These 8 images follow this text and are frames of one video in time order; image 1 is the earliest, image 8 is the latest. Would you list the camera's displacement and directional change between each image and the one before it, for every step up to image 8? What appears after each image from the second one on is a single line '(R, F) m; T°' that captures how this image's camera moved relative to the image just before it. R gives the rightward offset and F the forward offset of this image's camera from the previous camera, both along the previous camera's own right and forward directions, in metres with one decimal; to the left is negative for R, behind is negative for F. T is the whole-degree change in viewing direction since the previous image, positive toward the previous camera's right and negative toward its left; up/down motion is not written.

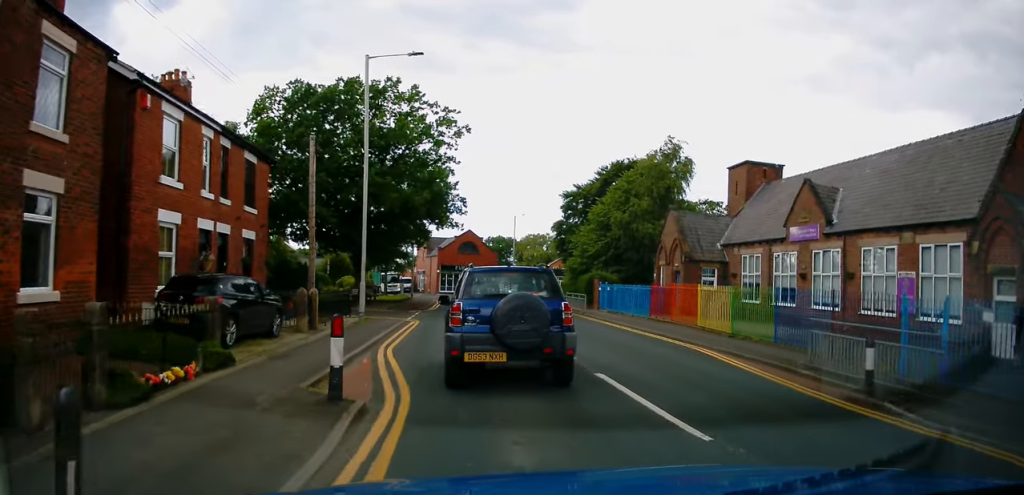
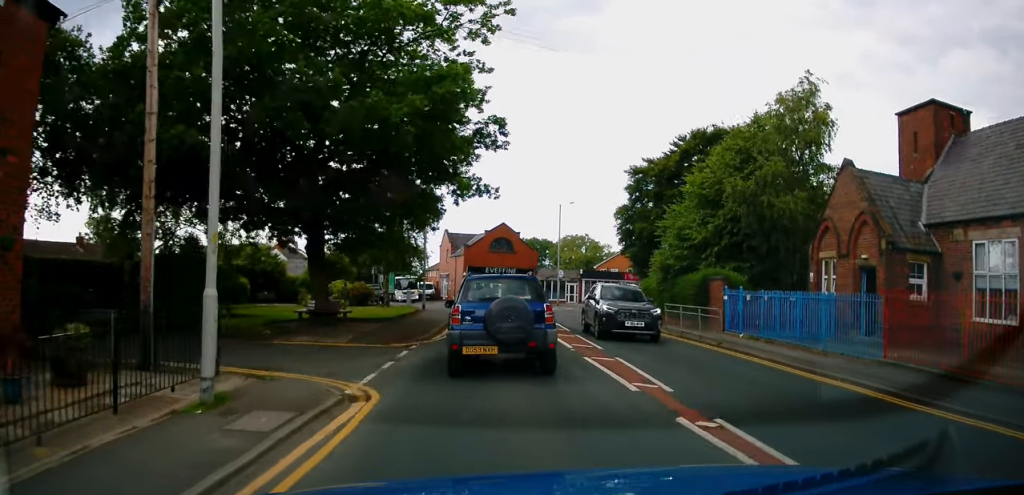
(-0.9, +14.3) m; -5°
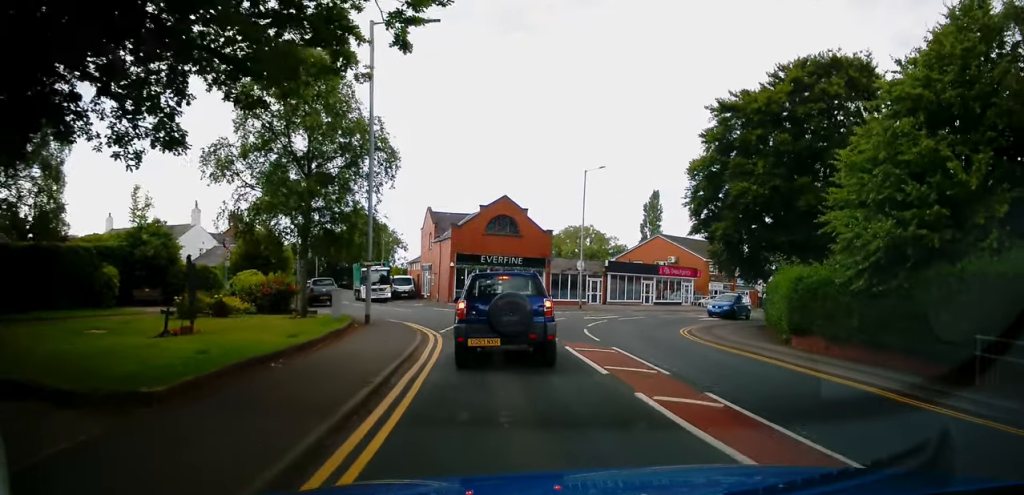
(+0.8, +16.5) m; +3°
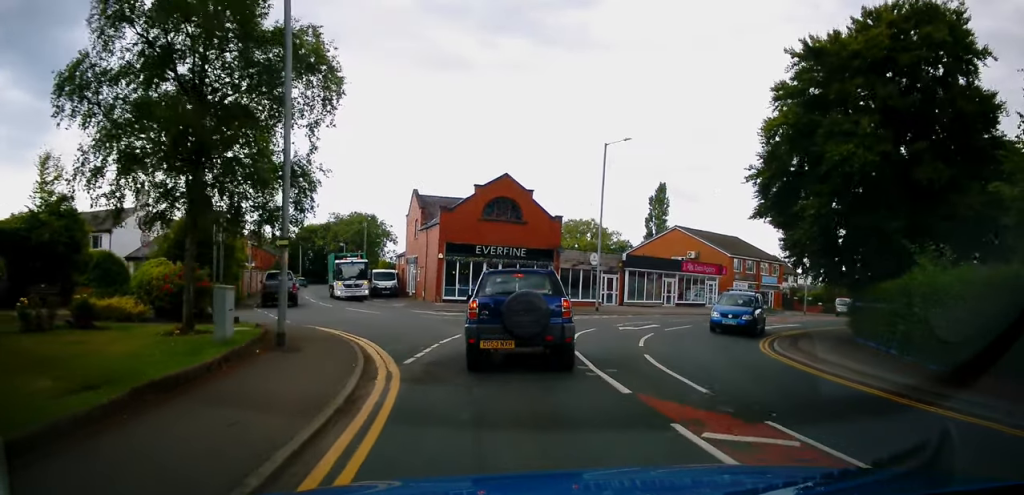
(-0.3, +7.9) m; -2°
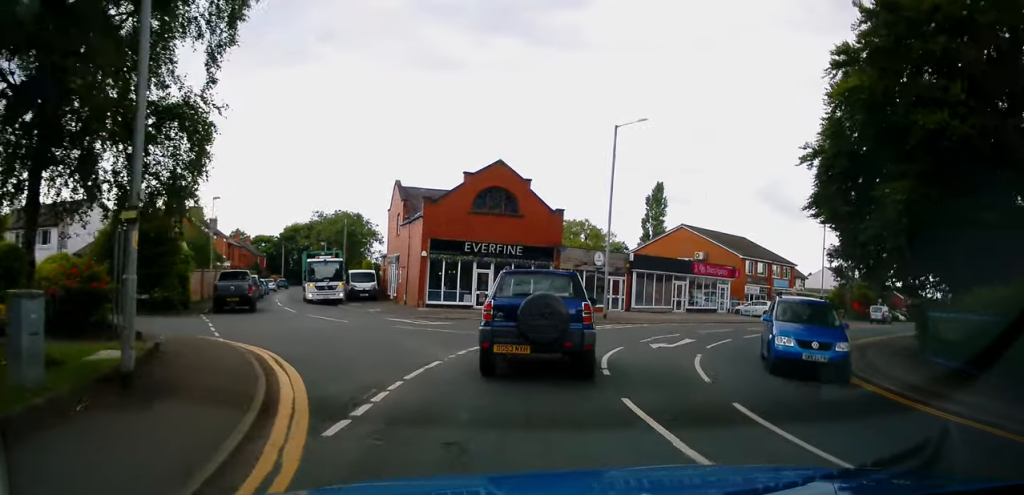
(0.0, +4.7) m; +2°
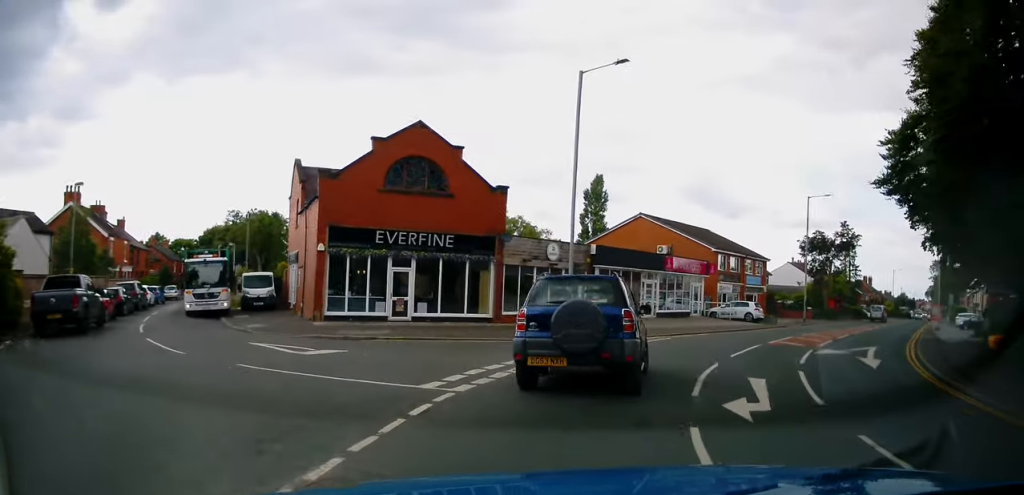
(+0.5, +8.8) m; +9°
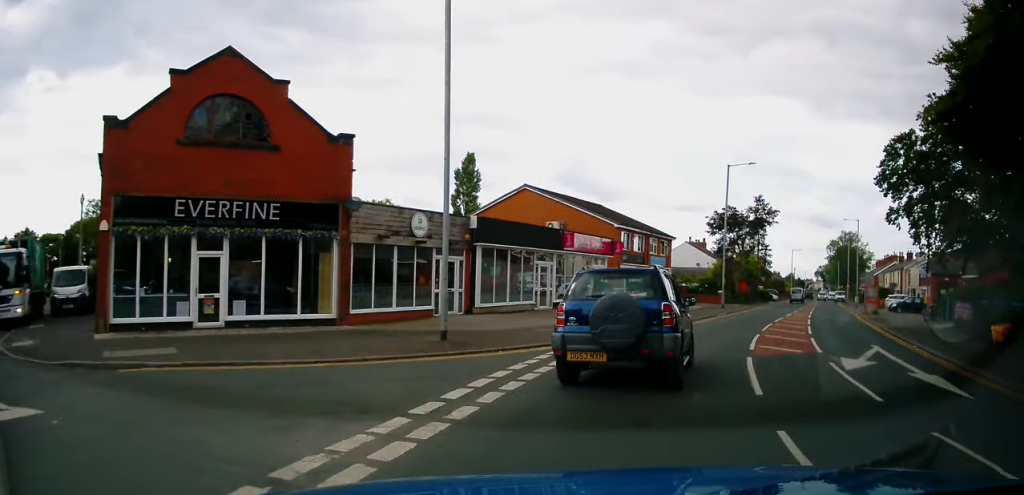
(+0.7, +7.3) m; +10°
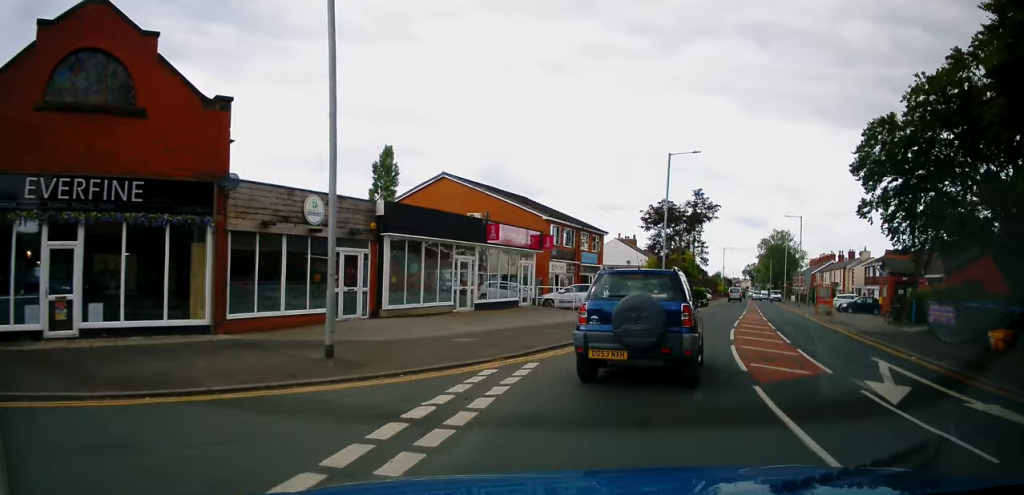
(-0.1, +3.5) m; +5°
